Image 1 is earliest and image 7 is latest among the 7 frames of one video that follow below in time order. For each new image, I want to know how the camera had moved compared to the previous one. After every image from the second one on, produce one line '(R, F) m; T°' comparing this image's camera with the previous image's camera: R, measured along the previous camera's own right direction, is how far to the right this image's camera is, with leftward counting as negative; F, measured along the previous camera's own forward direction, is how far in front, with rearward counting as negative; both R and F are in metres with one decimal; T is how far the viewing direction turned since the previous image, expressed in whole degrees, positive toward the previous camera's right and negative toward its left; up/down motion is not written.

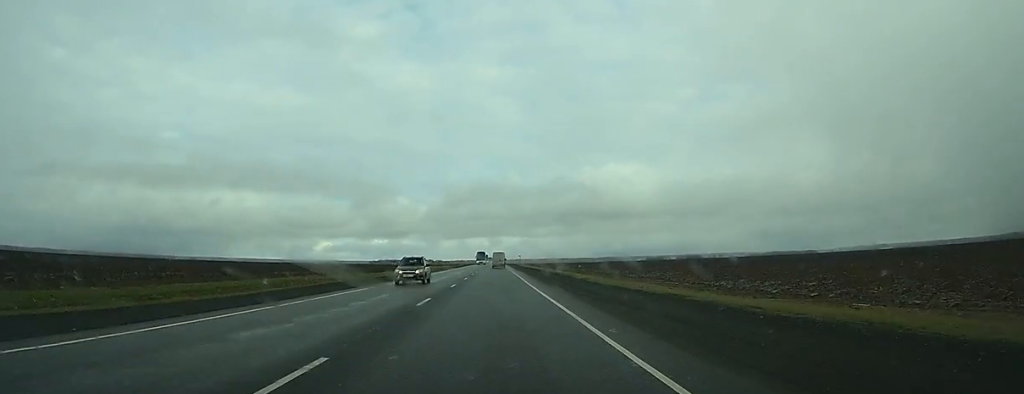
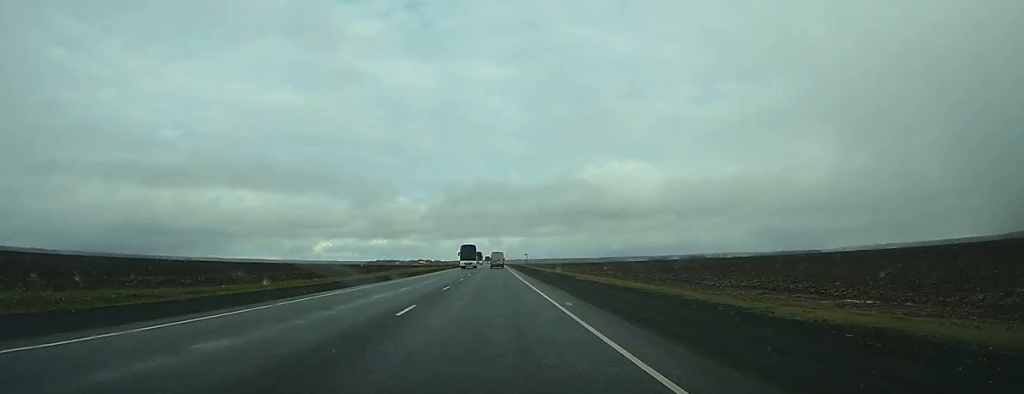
(0.0, +39.8) m; 0°
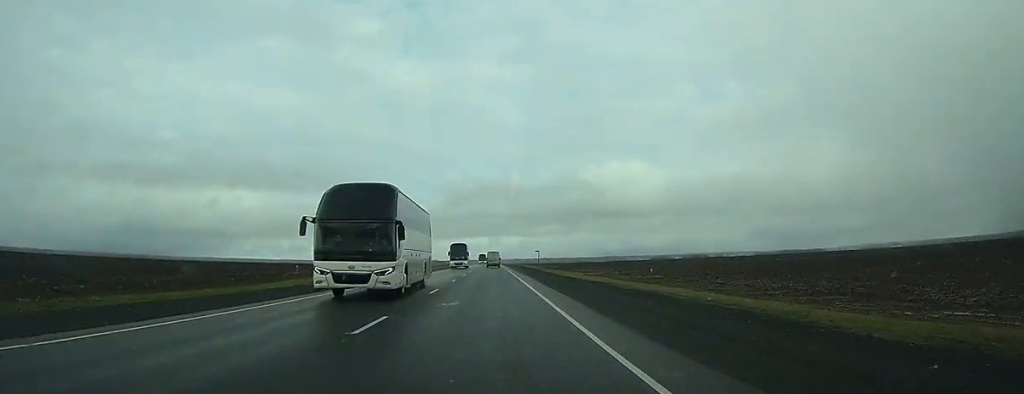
(0.0, +40.8) m; 0°
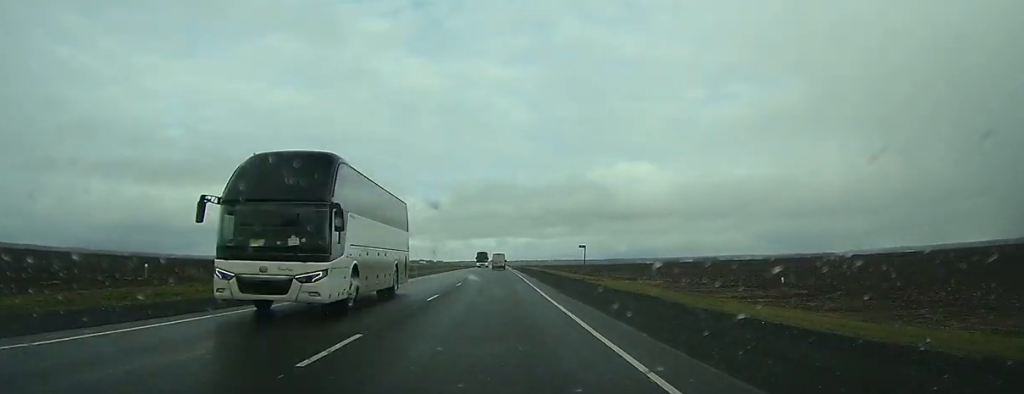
(0.0, +40.6) m; 0°
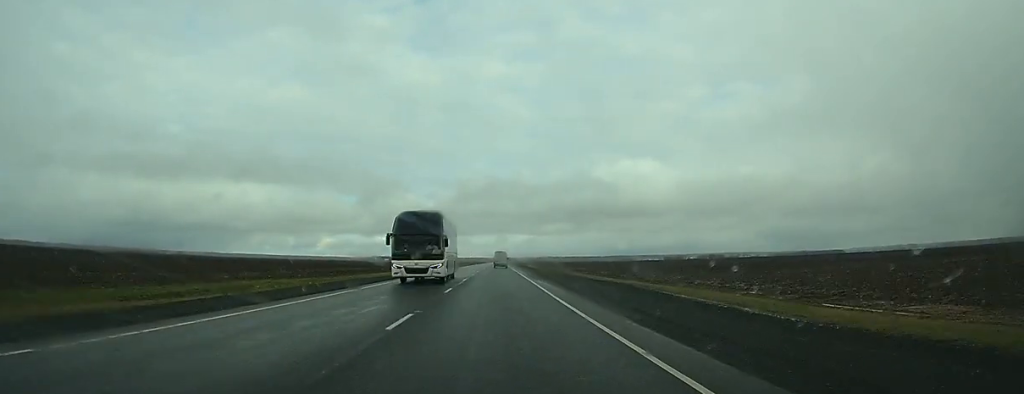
(-0.4, +55.7) m; 0°
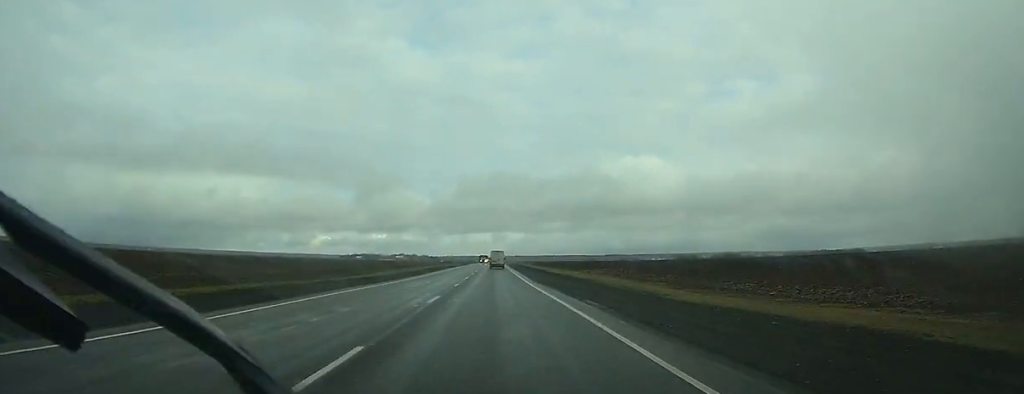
(+2.6, +159.6) m; +1°
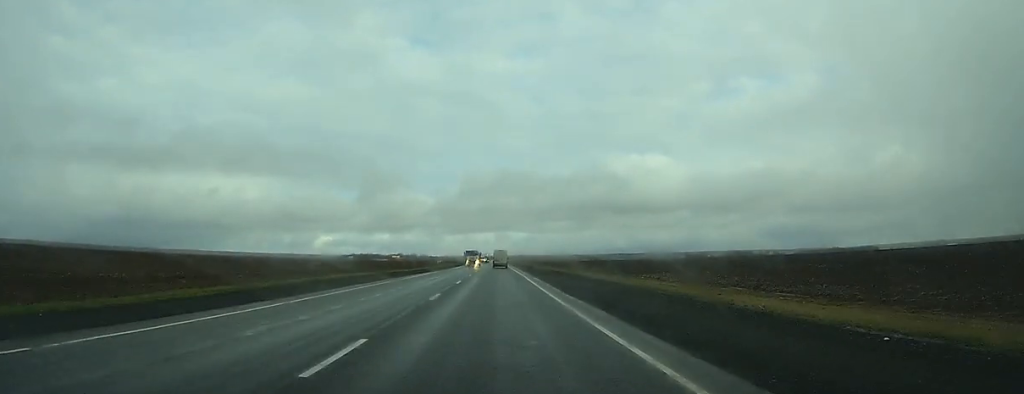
(+0.1, +60.7) m; 0°
